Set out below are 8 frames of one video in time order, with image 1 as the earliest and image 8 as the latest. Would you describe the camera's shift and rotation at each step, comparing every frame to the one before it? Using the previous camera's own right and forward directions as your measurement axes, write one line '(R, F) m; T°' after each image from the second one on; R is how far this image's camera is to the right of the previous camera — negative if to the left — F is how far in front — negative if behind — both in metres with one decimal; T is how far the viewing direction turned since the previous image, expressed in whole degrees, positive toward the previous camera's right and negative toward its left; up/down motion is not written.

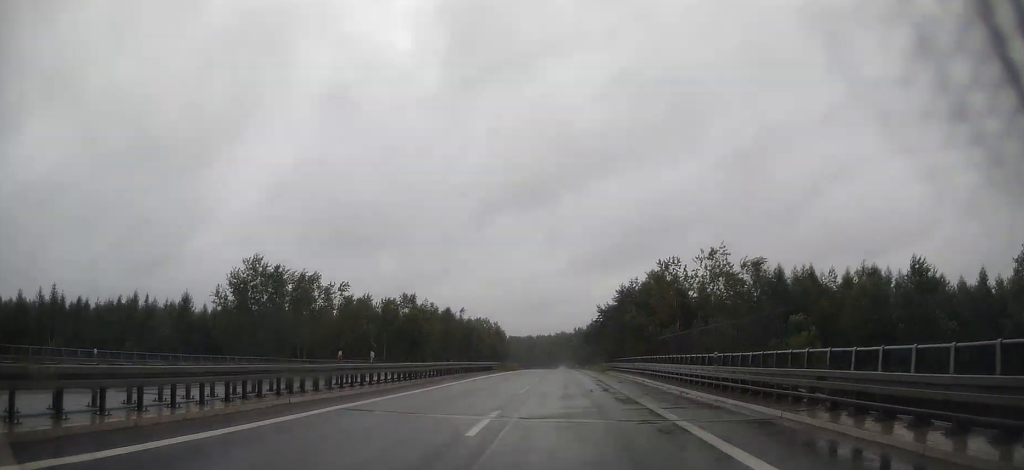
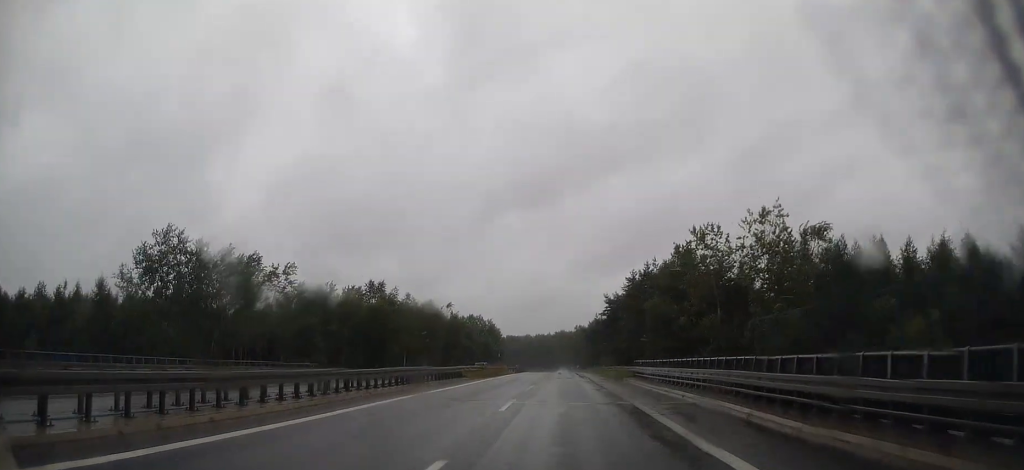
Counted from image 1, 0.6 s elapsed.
(-0.1, +18.0) m; 0°
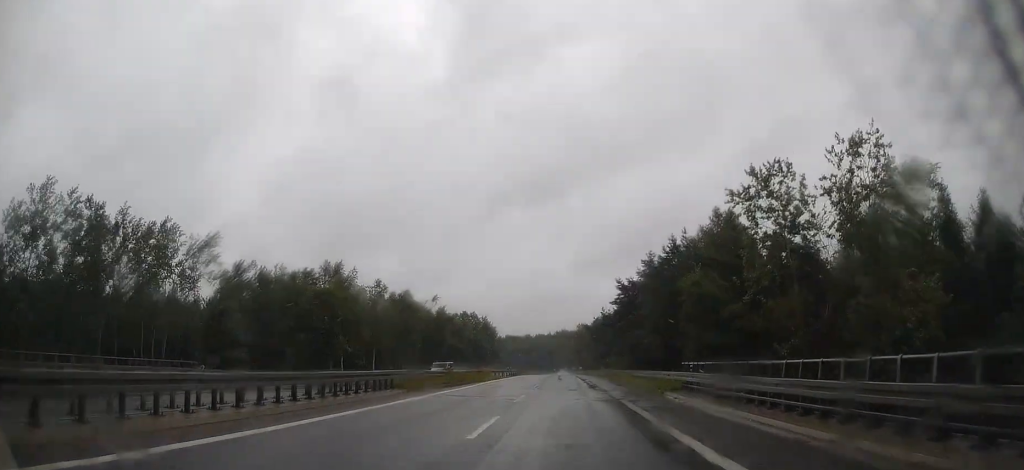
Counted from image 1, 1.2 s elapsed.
(+0.1, +16.9) m; 0°
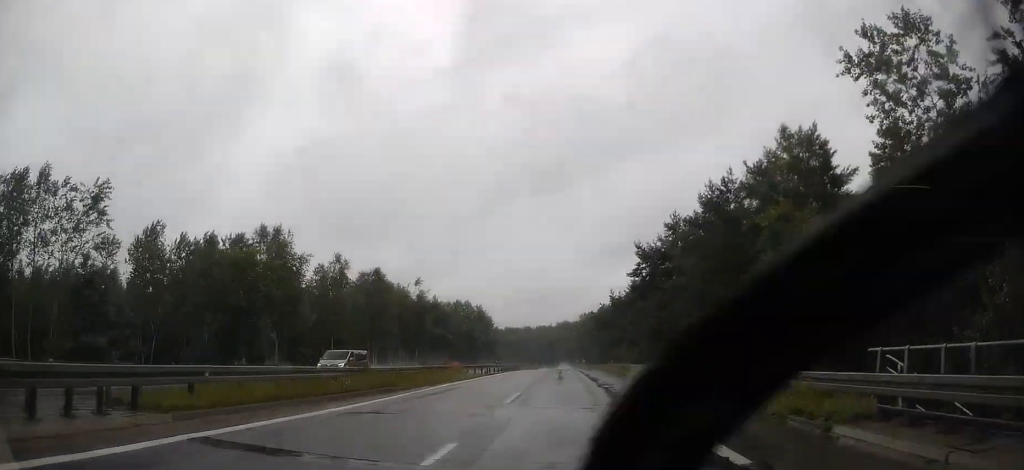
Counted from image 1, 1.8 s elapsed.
(+0.2, +15.9) m; 0°
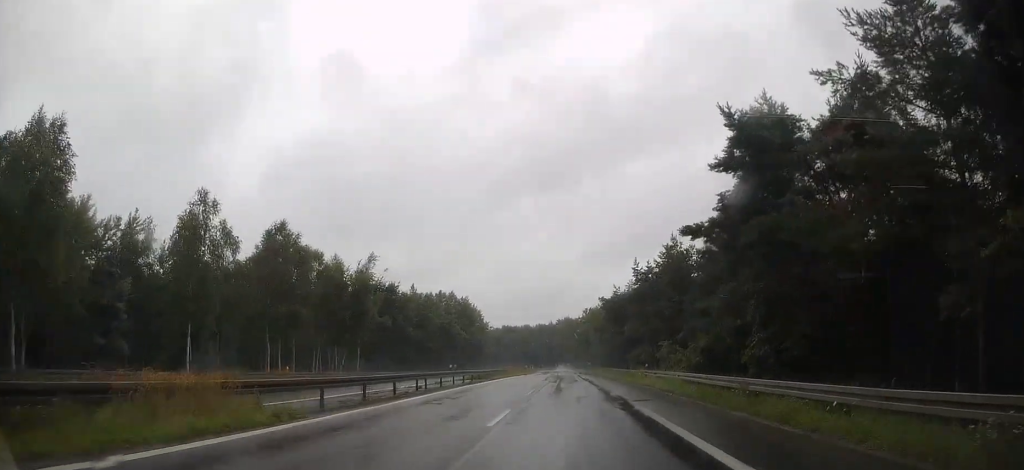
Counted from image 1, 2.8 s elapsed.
(-0.5, +27.7) m; -1°
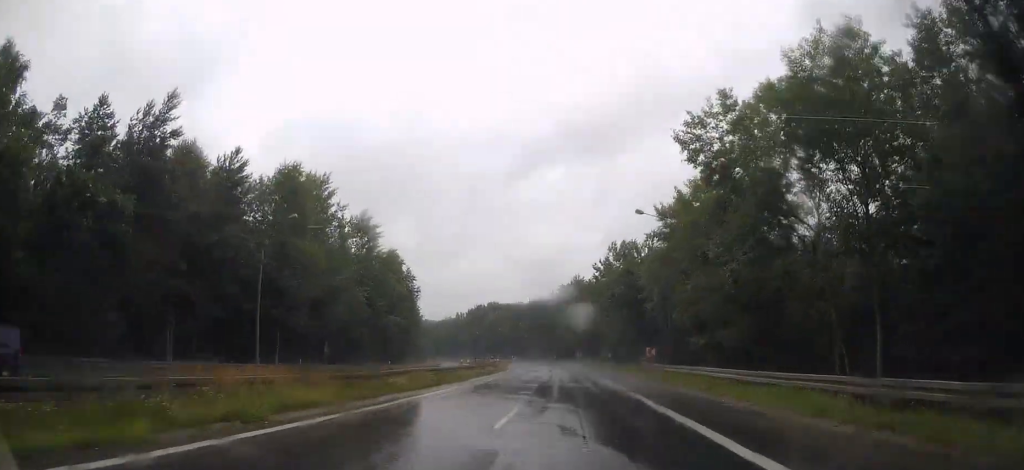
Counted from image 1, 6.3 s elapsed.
(+0.5, +94.0) m; 0°
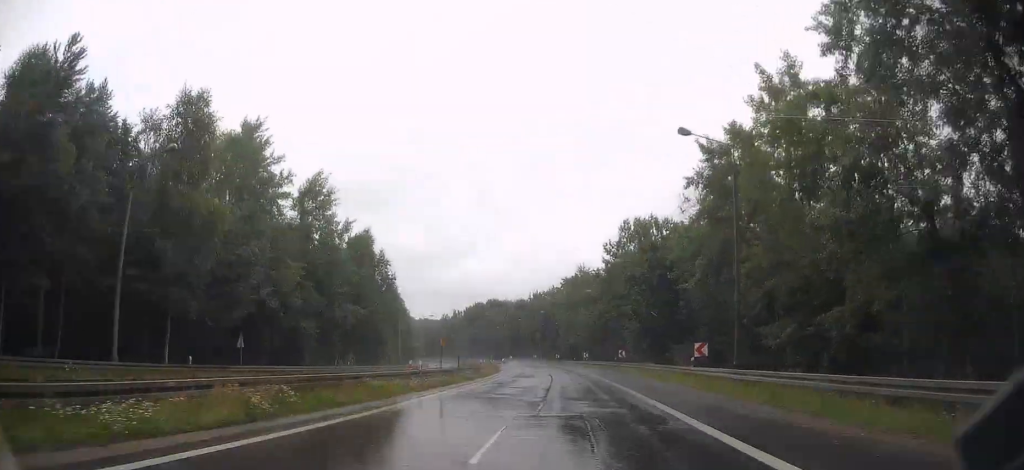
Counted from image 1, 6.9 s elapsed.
(0.0, +15.4) m; 0°
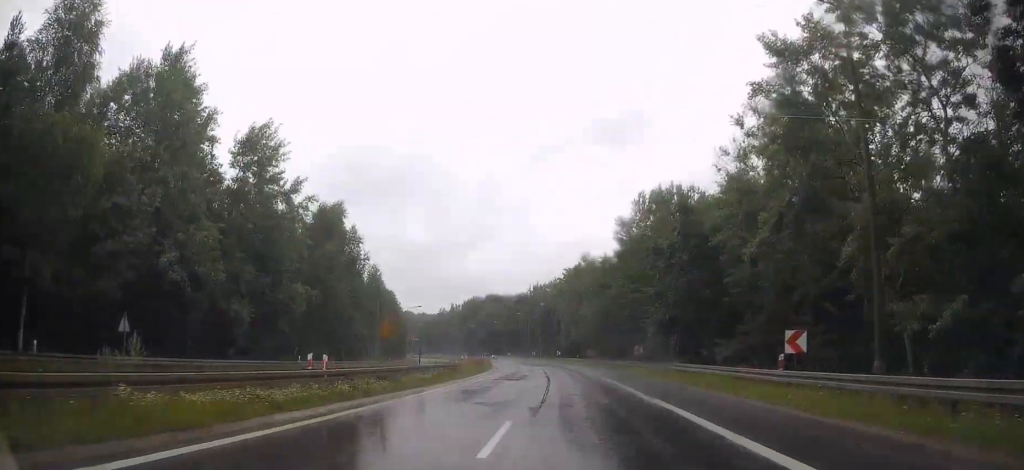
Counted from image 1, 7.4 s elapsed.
(-0.1, +11.8) m; 0°
